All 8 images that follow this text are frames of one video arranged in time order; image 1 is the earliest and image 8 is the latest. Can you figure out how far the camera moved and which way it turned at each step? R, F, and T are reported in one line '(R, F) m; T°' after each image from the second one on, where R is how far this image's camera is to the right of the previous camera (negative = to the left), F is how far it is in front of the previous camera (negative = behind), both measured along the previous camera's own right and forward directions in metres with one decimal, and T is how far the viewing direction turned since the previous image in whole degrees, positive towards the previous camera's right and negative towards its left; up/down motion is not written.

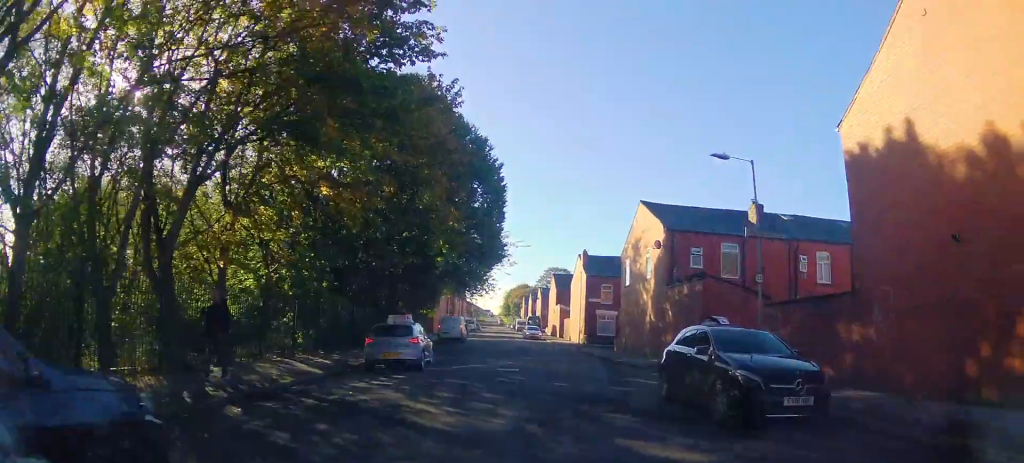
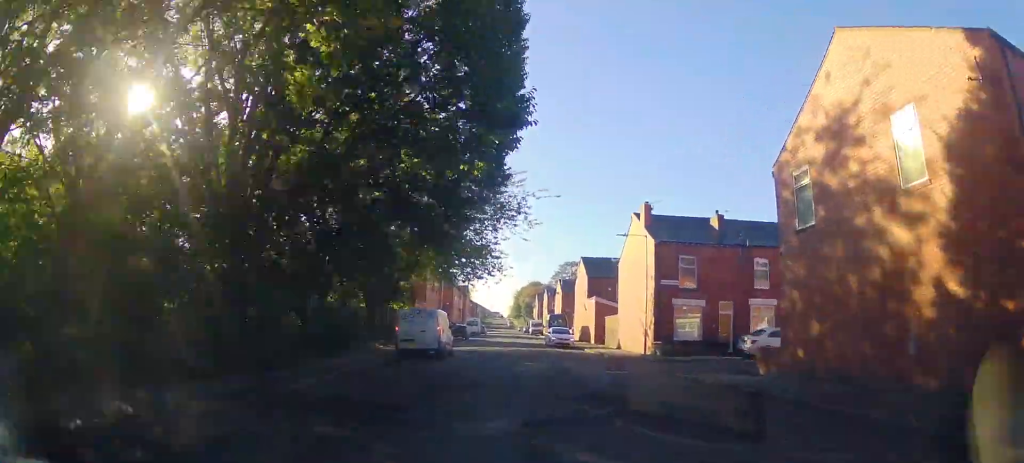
(0.0, +20.1) m; -1°
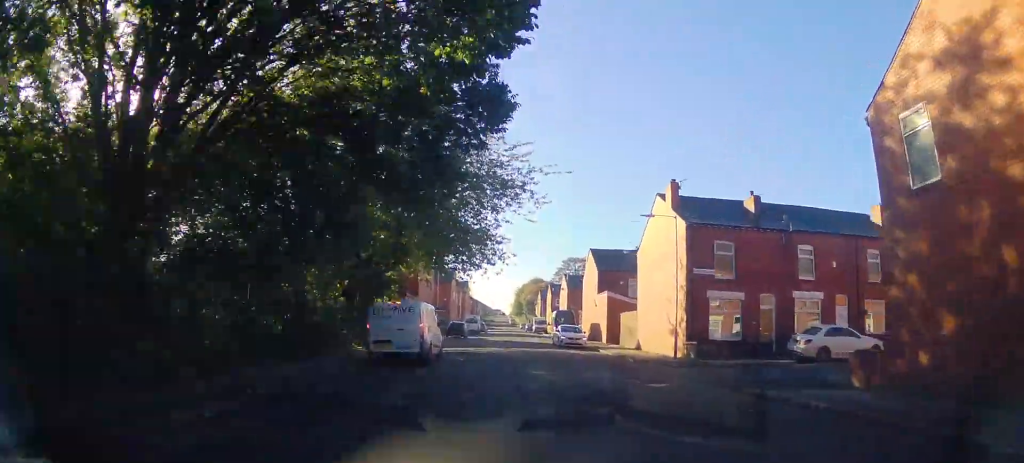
(0.0, +5.0) m; -1°
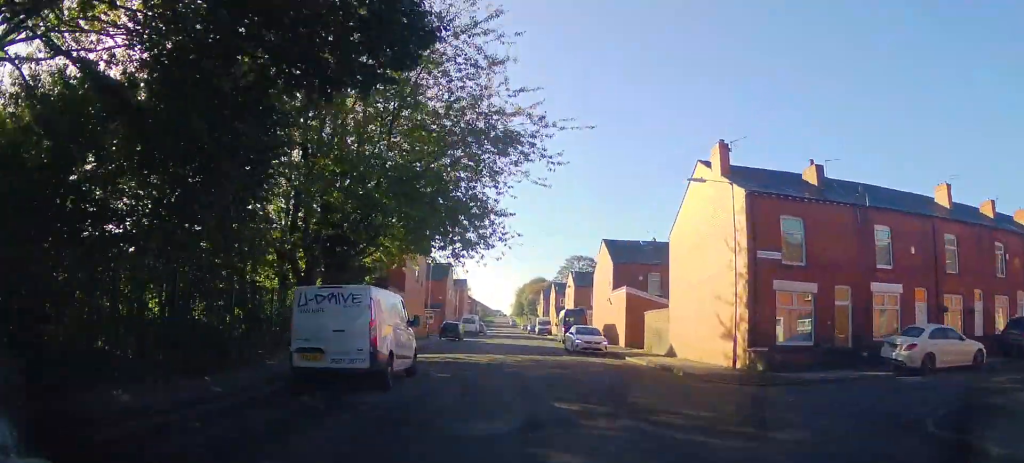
(-0.2, +6.4) m; 0°
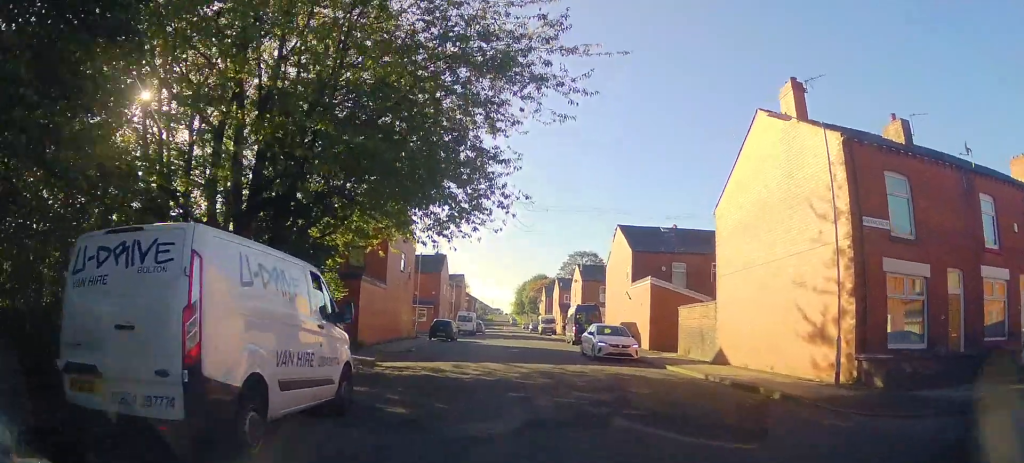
(+0.2, +6.1) m; 0°
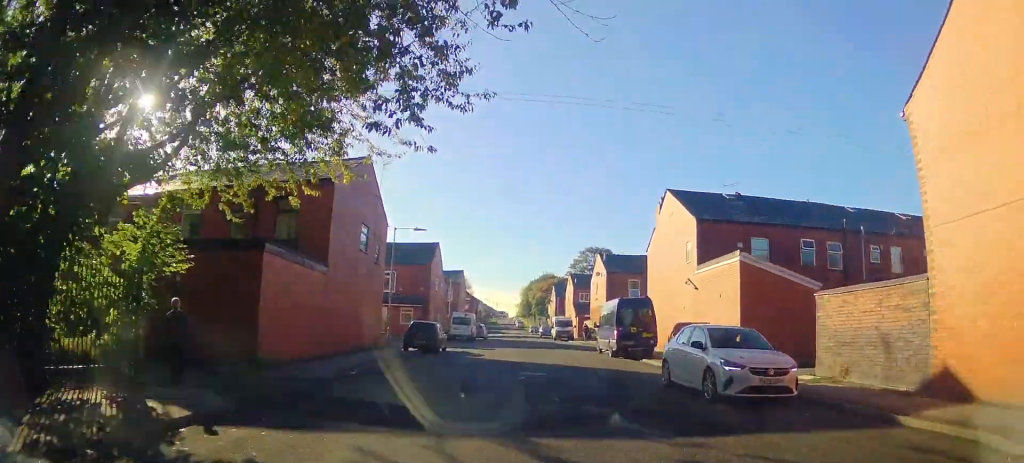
(-0.2, +11.4) m; 0°
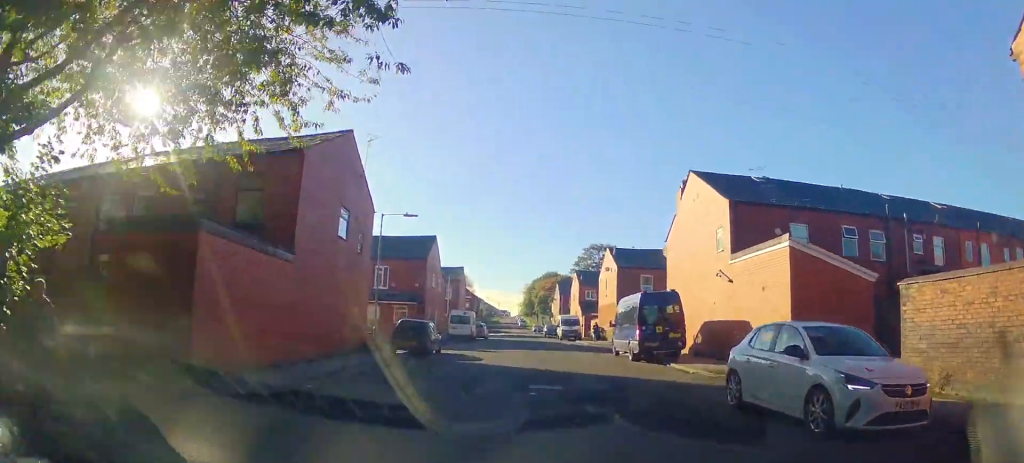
(+0.1, +3.6) m; +1°
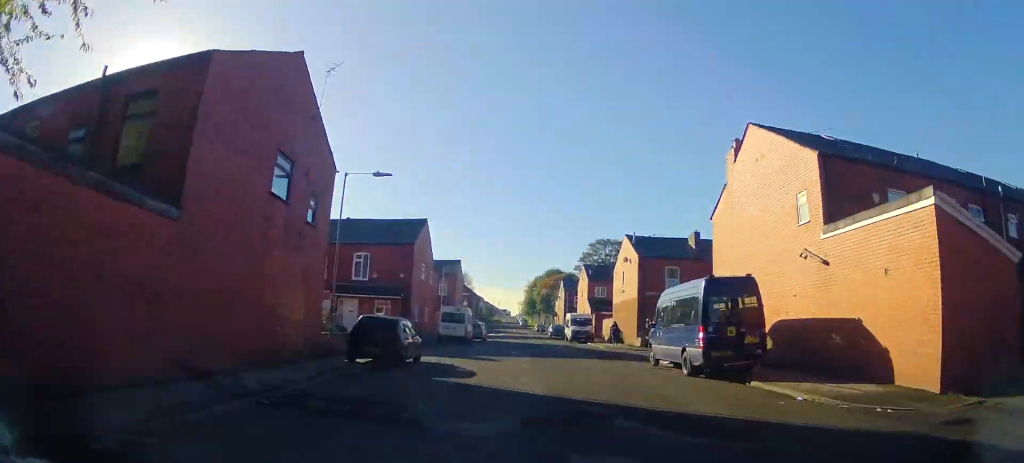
(+0.1, +6.6) m; +1°
